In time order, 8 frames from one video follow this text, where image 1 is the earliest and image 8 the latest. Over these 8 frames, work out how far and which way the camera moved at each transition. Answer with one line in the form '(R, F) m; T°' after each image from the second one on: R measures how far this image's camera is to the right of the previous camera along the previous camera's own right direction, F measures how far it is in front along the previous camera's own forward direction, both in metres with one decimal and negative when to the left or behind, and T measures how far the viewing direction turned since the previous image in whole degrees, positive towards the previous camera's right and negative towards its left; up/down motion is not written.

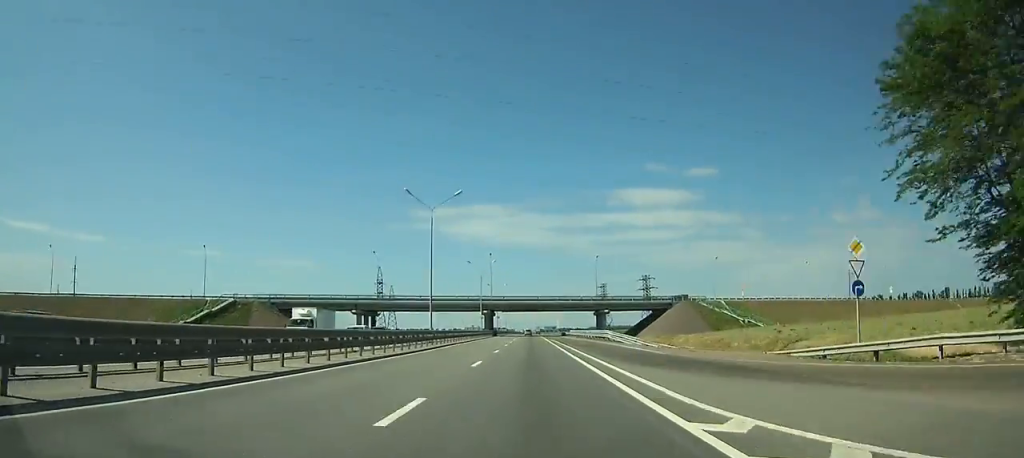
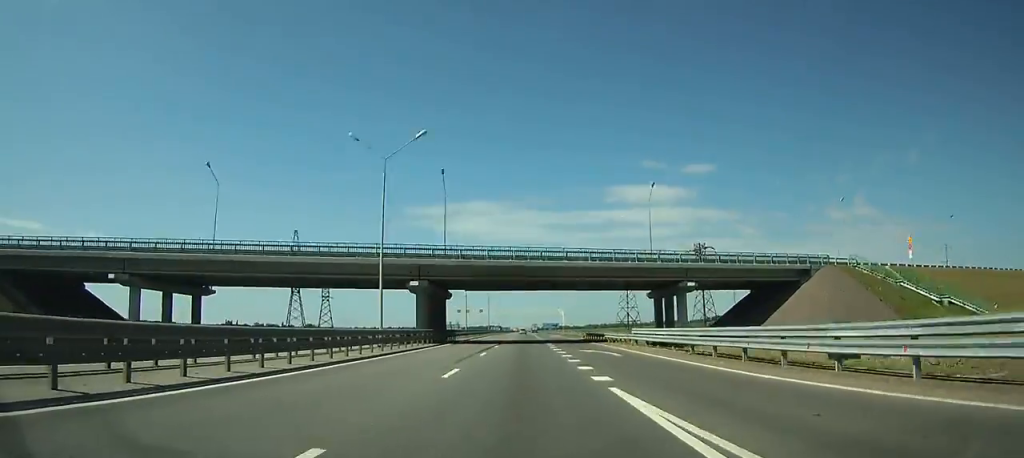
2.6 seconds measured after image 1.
(+0.2, +65.5) m; 0°
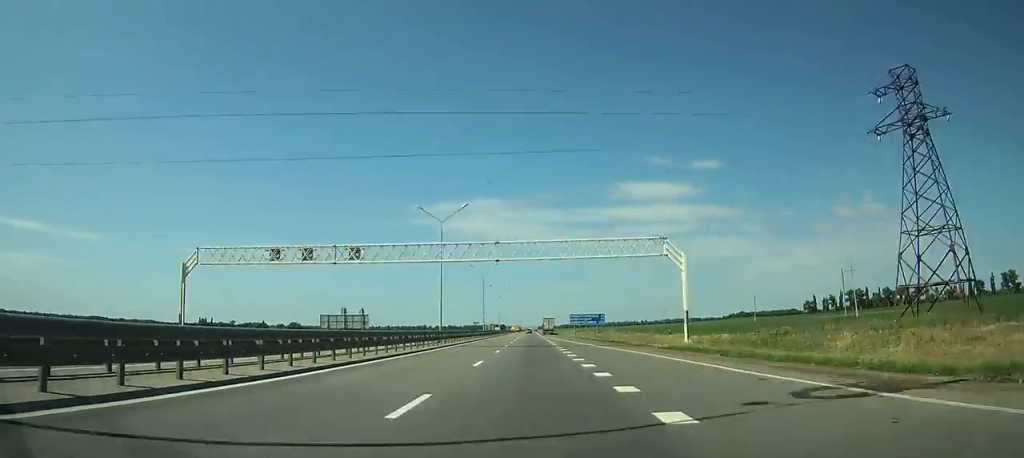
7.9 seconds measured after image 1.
(-0.9, +126.7) m; -1°
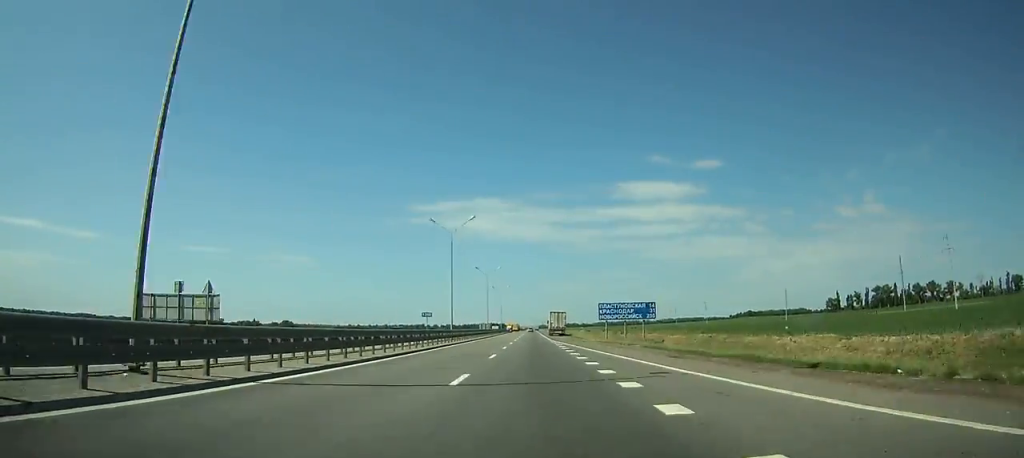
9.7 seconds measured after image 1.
(-0.1, +42.7) m; 0°
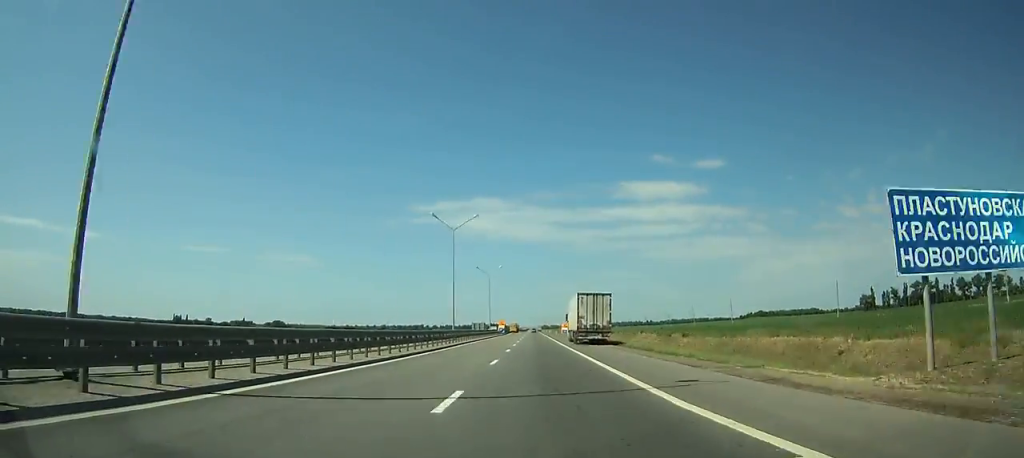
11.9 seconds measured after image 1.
(+0.1, +54.5) m; 0°
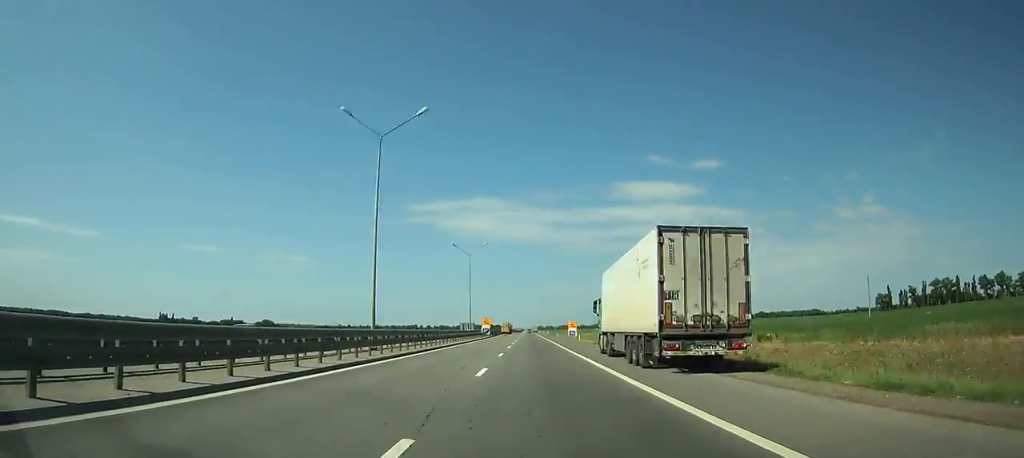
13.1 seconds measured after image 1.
(0.0, +29.9) m; 0°
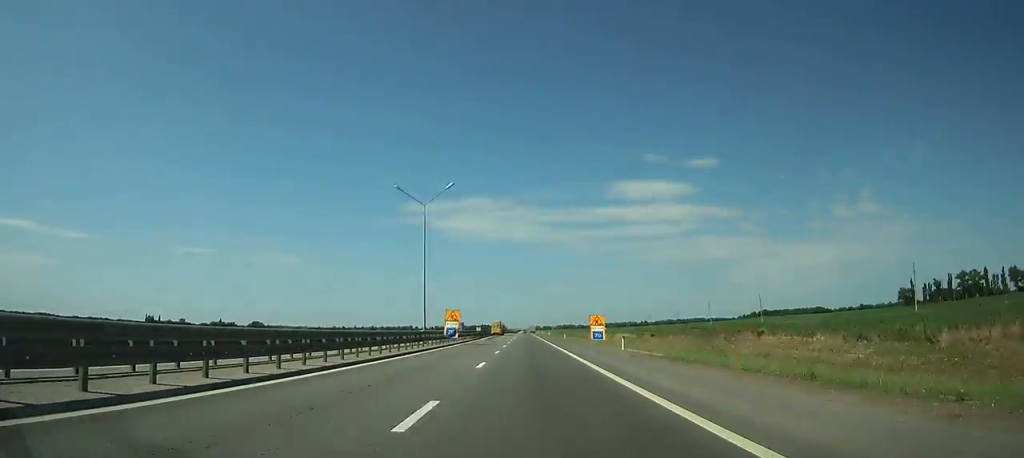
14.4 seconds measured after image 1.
(0.0, +32.3) m; 0°
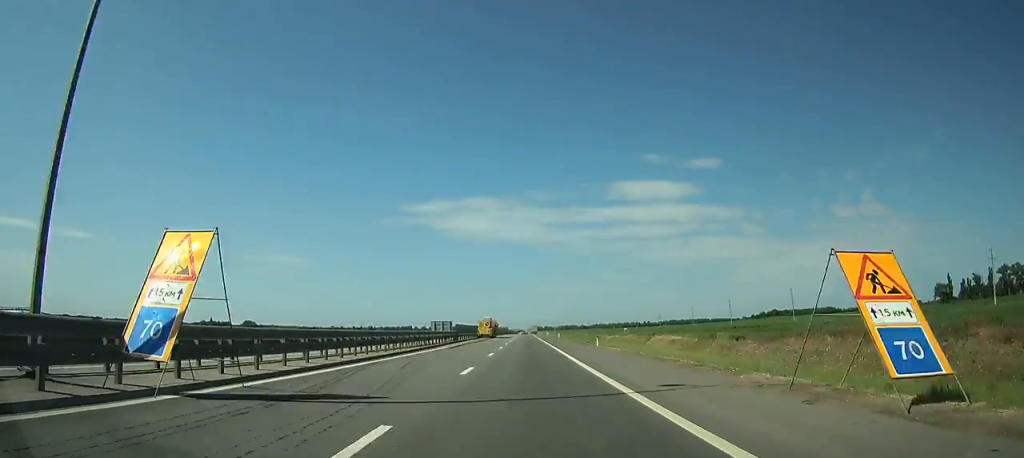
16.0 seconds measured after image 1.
(0.0, +39.6) m; 0°
